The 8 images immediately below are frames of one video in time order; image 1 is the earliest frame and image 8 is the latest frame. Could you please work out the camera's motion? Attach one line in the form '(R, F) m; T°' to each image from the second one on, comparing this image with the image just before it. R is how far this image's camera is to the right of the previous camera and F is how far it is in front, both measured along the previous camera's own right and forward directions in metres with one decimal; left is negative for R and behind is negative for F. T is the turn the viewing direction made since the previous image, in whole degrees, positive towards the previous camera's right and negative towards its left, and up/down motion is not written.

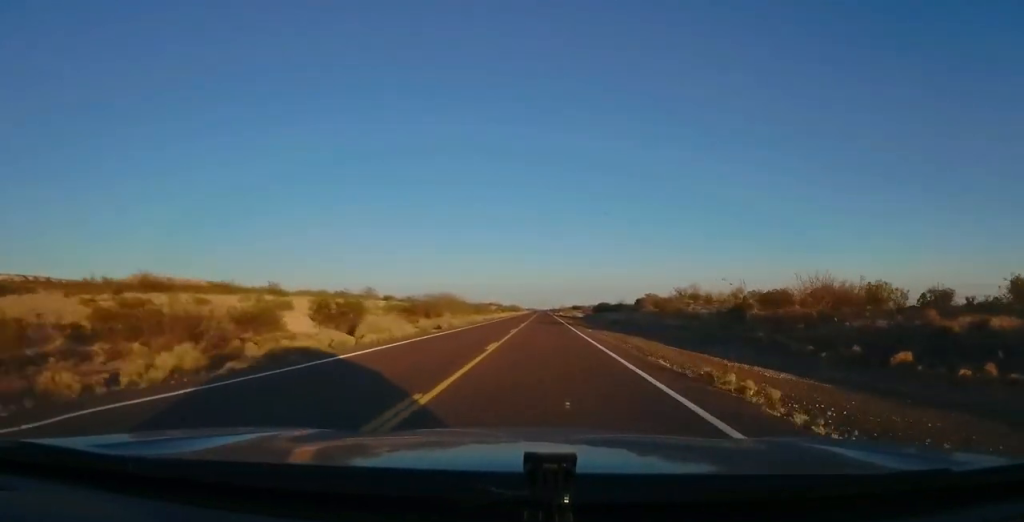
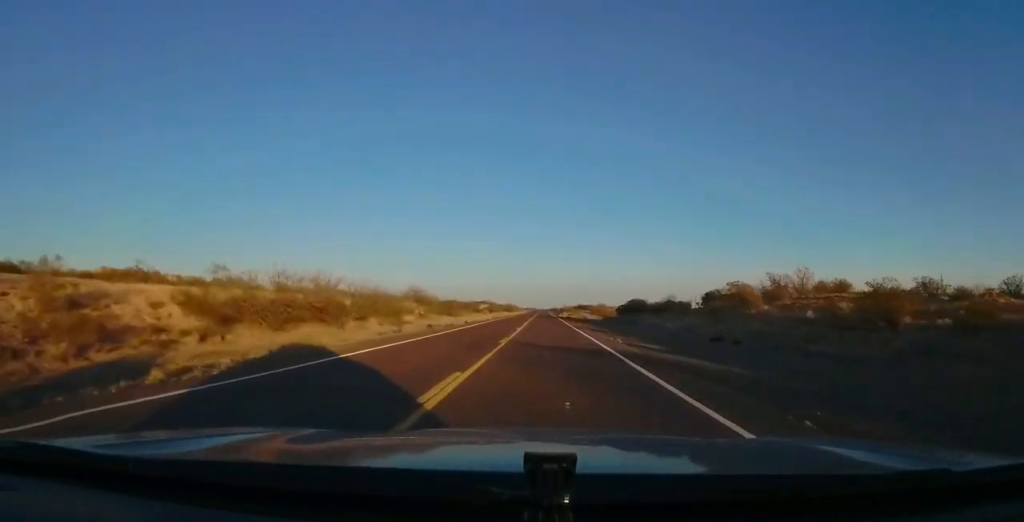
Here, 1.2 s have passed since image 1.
(+0.4, +34.1) m; +1°
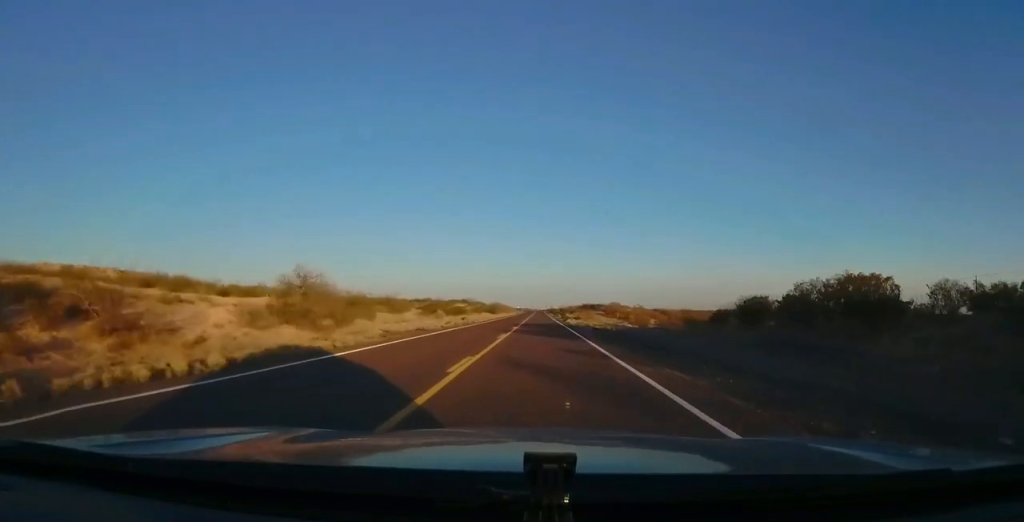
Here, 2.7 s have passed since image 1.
(+0.3, +45.9) m; 0°
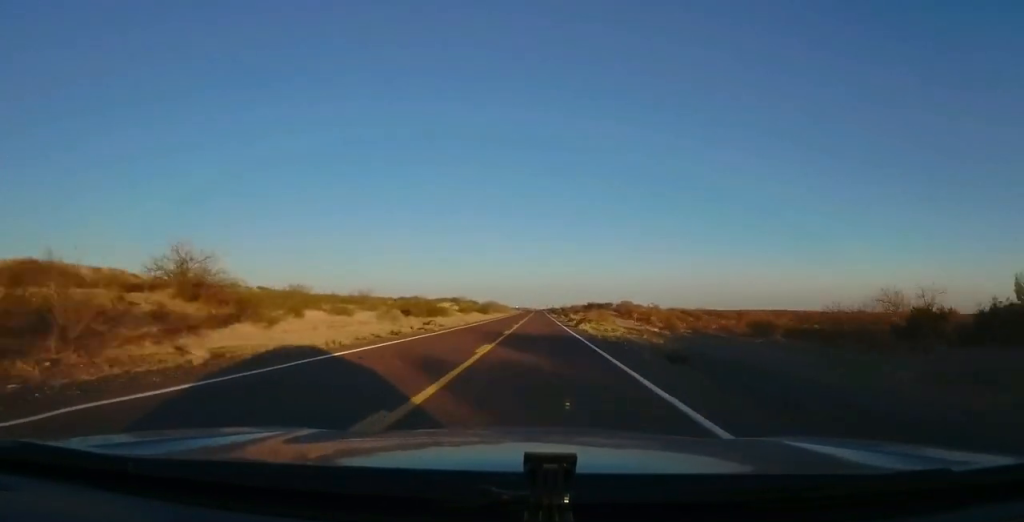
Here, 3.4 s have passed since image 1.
(+0.2, +19.5) m; -1°
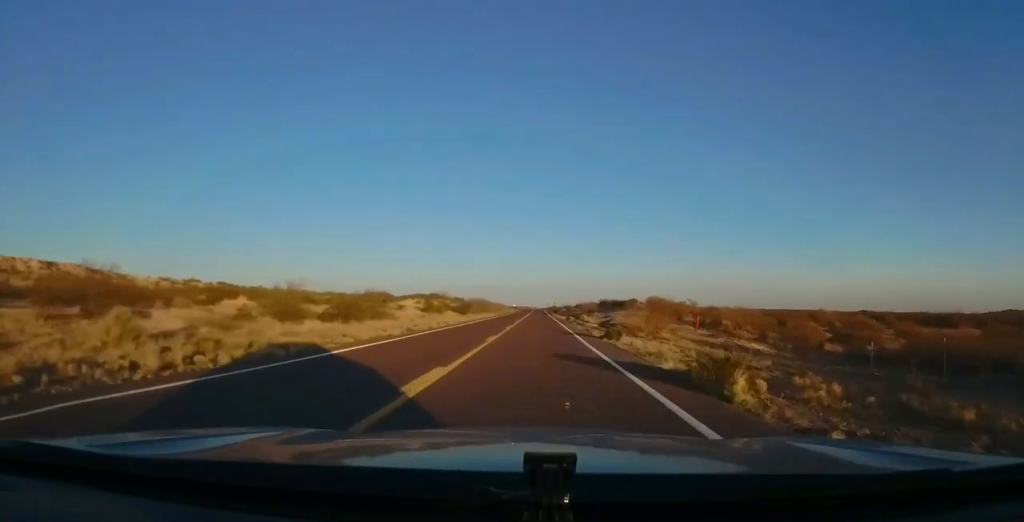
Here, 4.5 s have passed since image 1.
(-0.6, +32.2) m; 0°
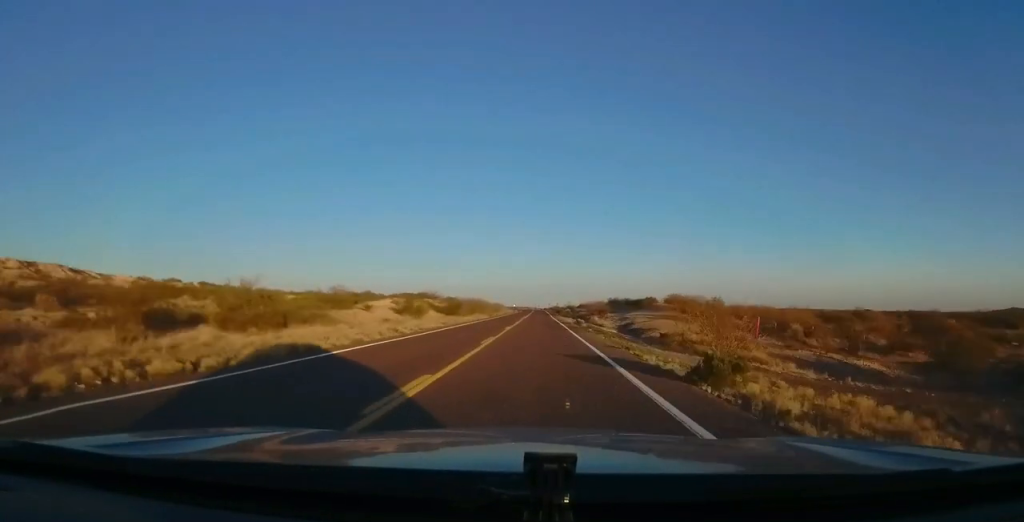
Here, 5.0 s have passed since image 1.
(+0.3, +13.7) m; 0°
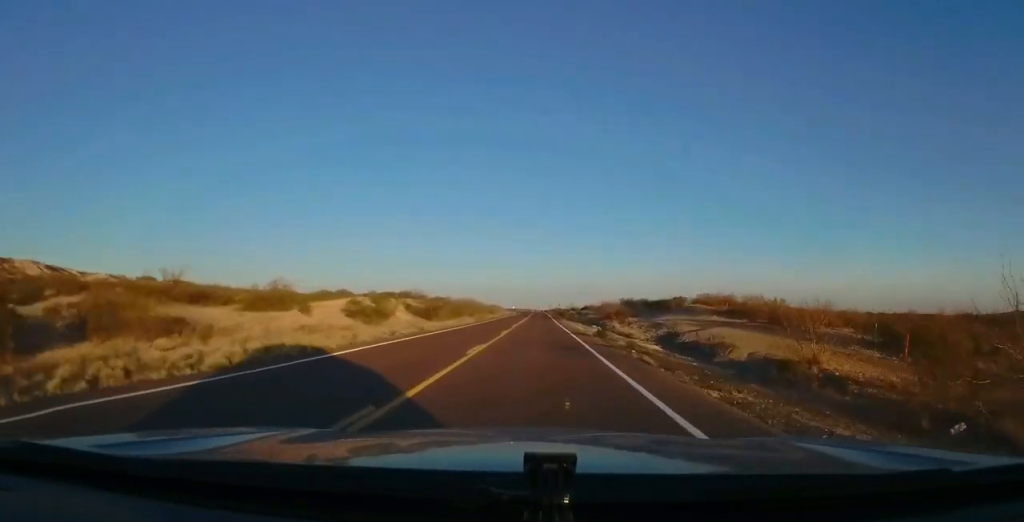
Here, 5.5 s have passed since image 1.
(+0.4, +15.6) m; 0°
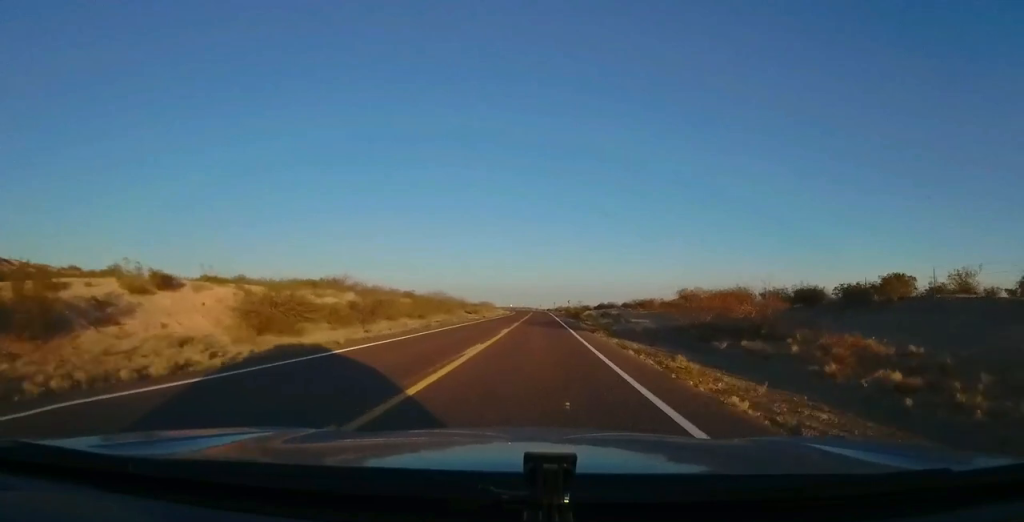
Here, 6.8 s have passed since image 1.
(-0.5, +38.2) m; 0°
